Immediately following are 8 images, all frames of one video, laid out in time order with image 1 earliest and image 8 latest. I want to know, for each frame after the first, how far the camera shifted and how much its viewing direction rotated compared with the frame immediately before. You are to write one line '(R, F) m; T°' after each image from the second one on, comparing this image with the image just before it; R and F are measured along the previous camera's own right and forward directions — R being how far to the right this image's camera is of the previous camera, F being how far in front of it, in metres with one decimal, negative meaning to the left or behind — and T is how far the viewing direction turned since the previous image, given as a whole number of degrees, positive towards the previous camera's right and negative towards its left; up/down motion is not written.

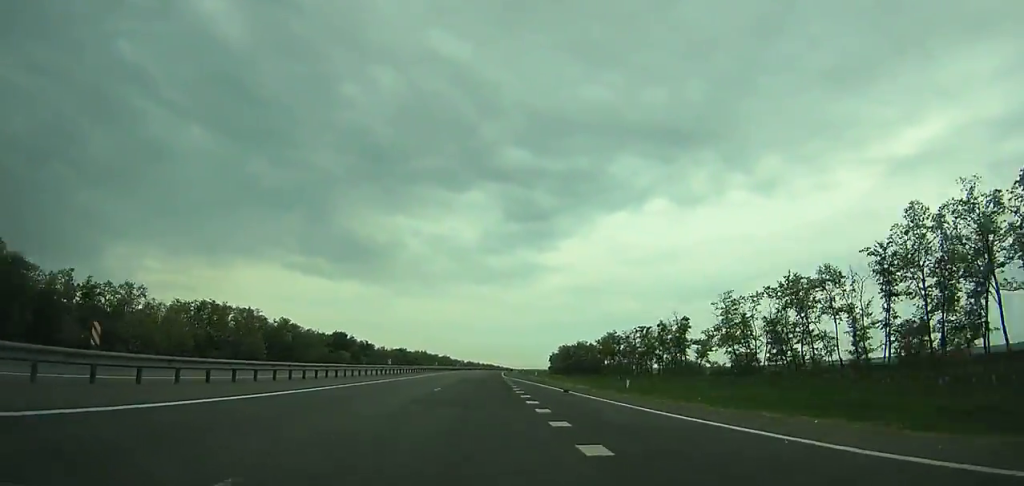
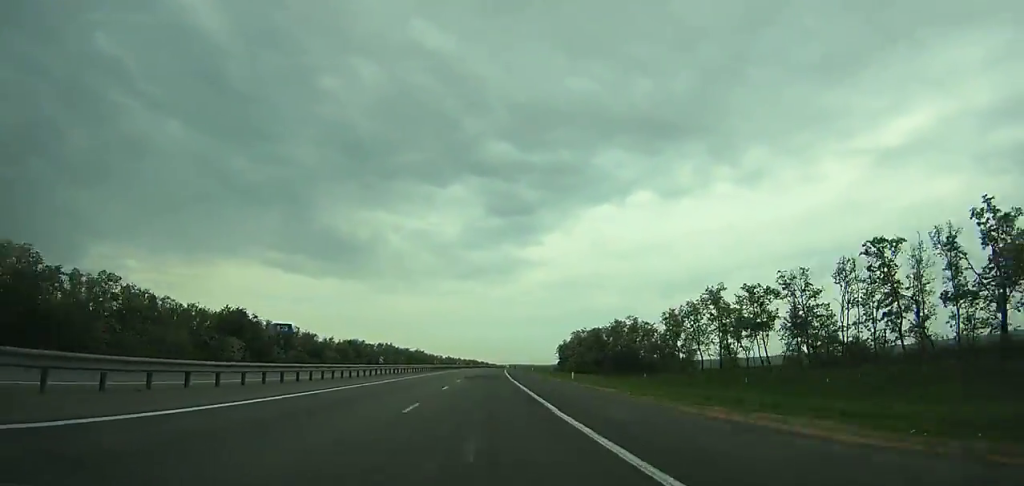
(+1.1, +86.8) m; +2°
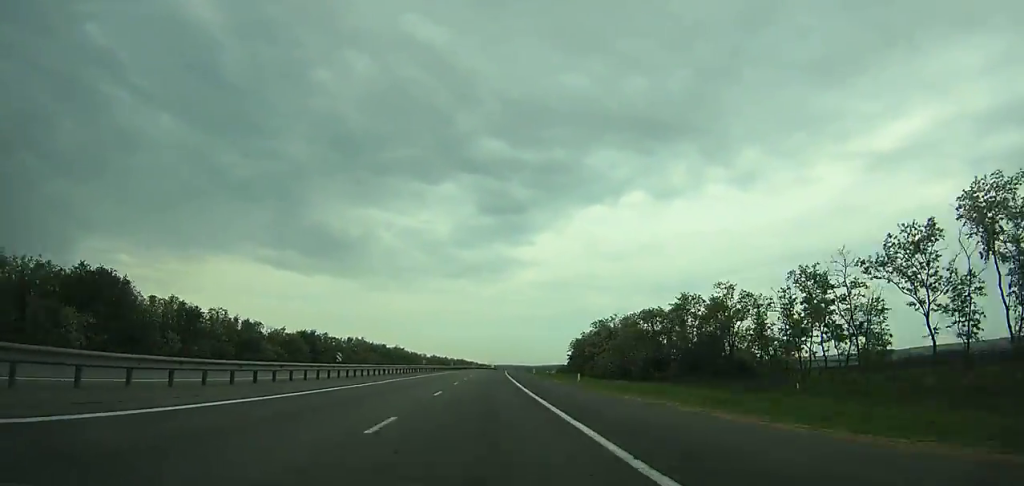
(+0.3, +51.7) m; +1°
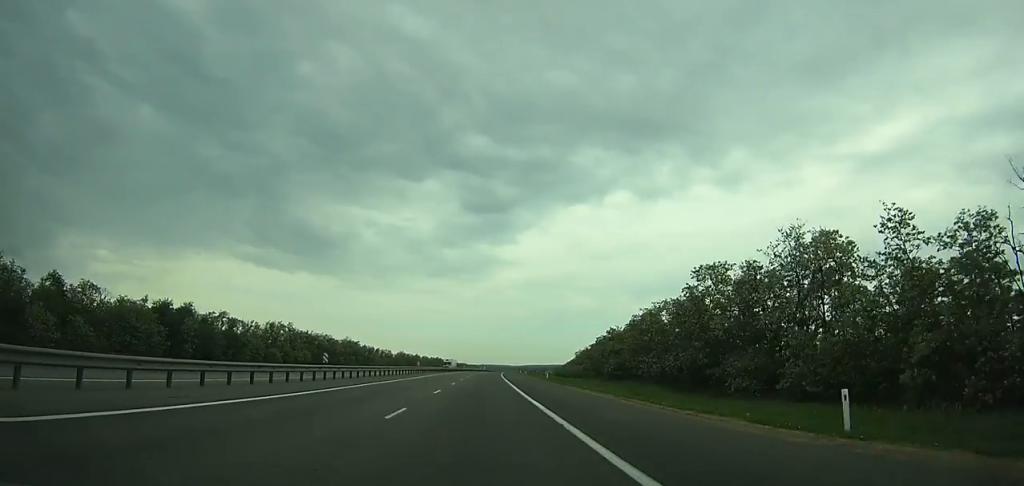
(+1.3, +81.8) m; +2°
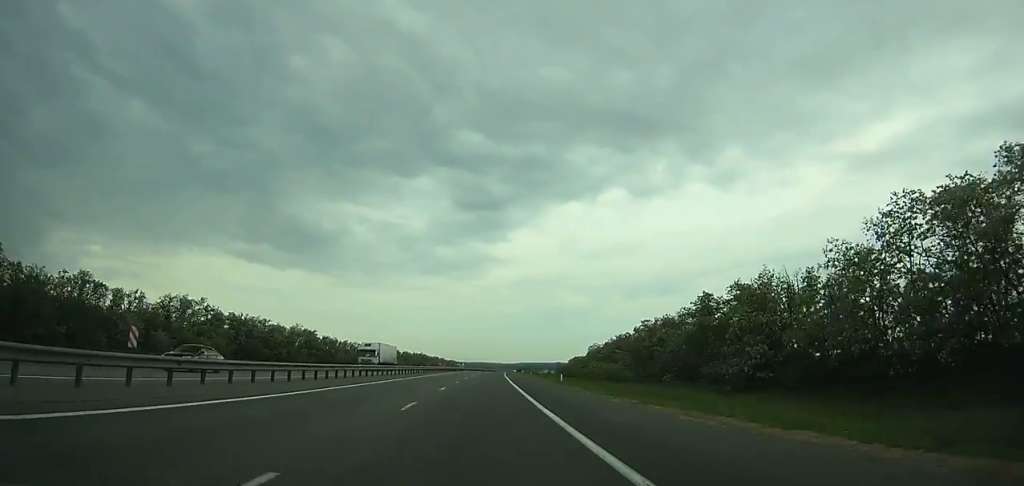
(+0.5, +57.3) m; +1°
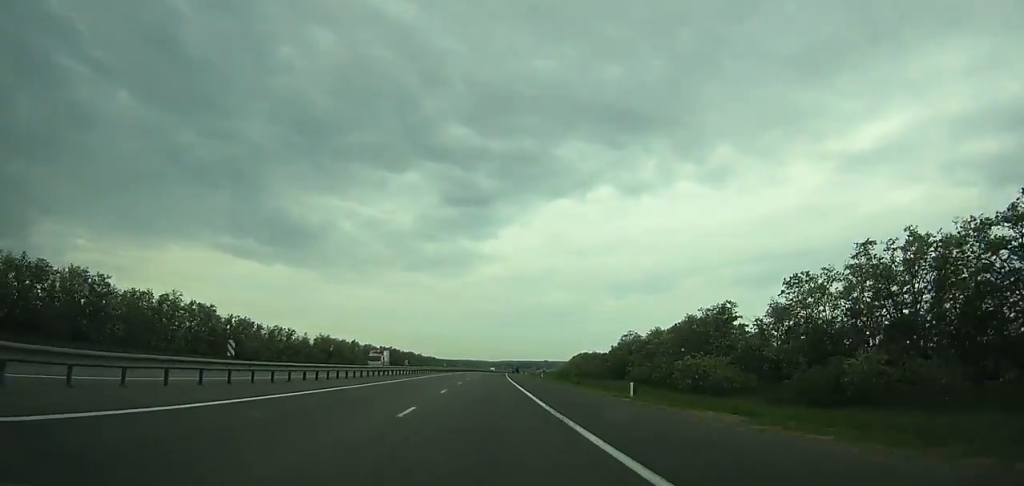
(+1.0, +73.3) m; +2°
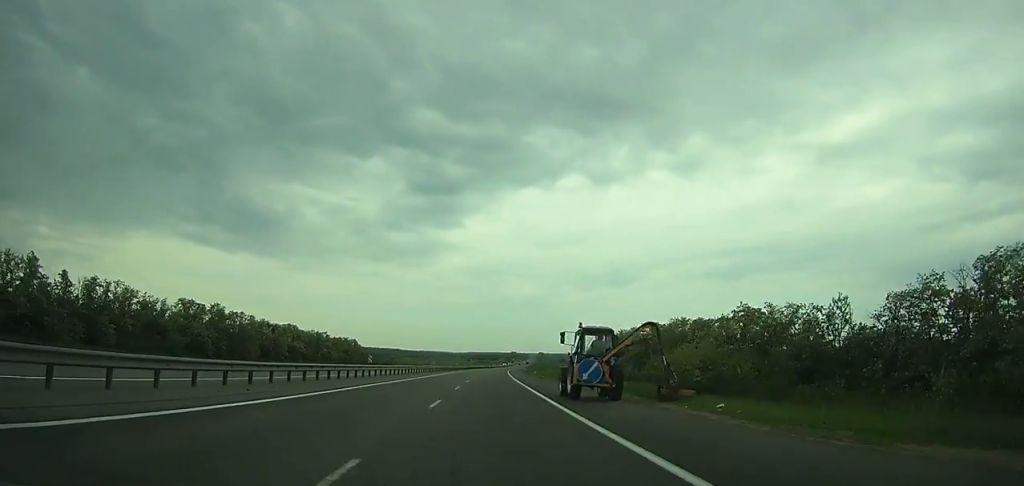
(+5.3, +177.1) m; +4°
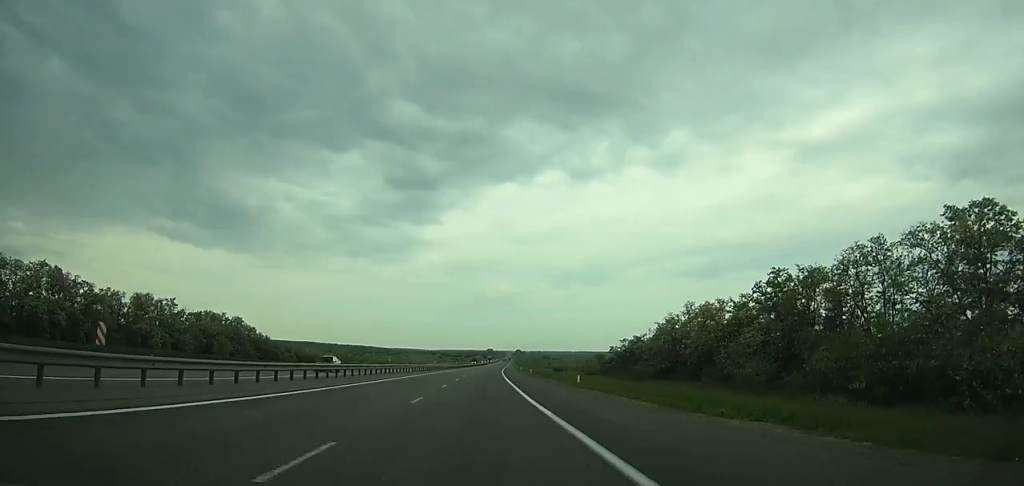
(+2.4, +107.6) m; +2°
